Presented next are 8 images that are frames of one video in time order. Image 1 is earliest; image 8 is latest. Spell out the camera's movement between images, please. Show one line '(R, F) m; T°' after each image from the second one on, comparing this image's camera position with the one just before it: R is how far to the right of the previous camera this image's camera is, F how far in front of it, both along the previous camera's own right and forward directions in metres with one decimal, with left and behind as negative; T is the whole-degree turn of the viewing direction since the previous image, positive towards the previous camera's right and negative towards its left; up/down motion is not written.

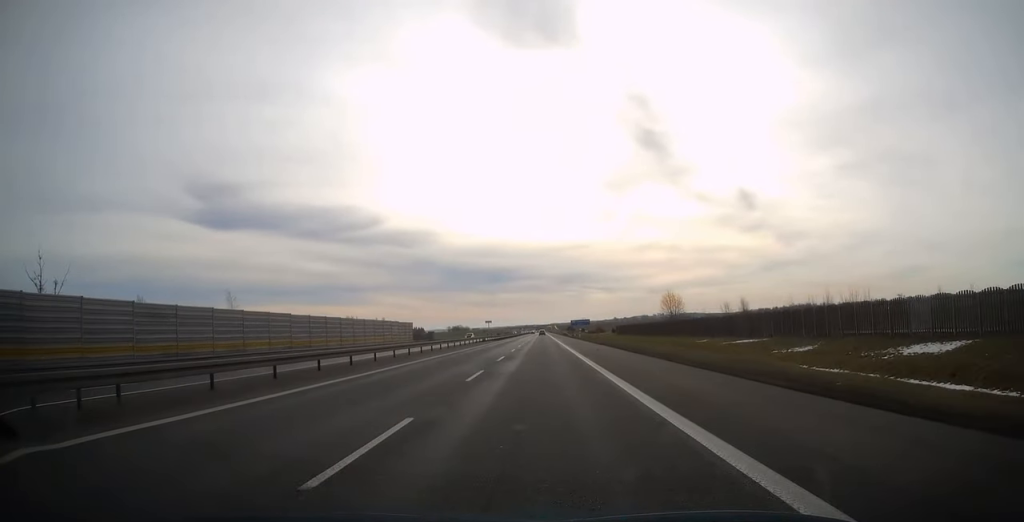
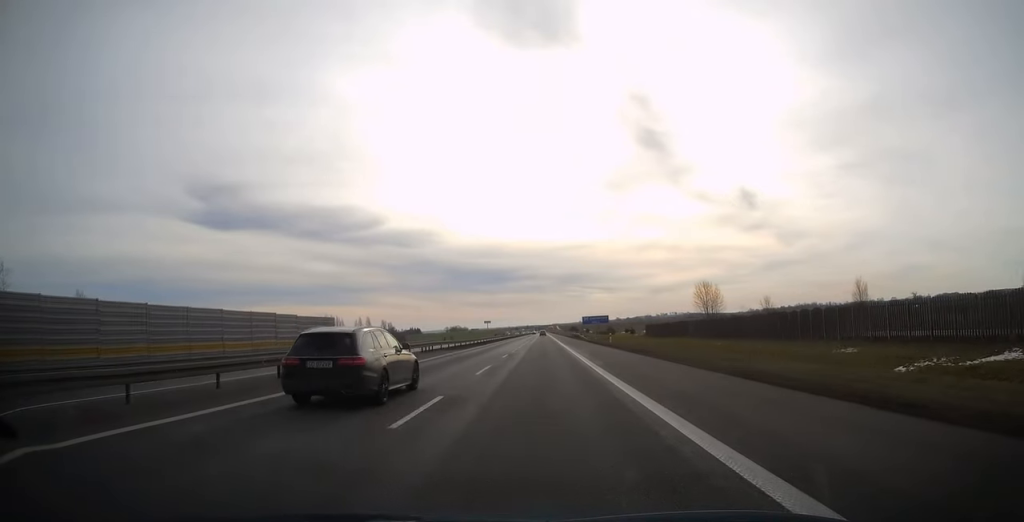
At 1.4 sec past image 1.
(-0.1, +43.5) m; 0°
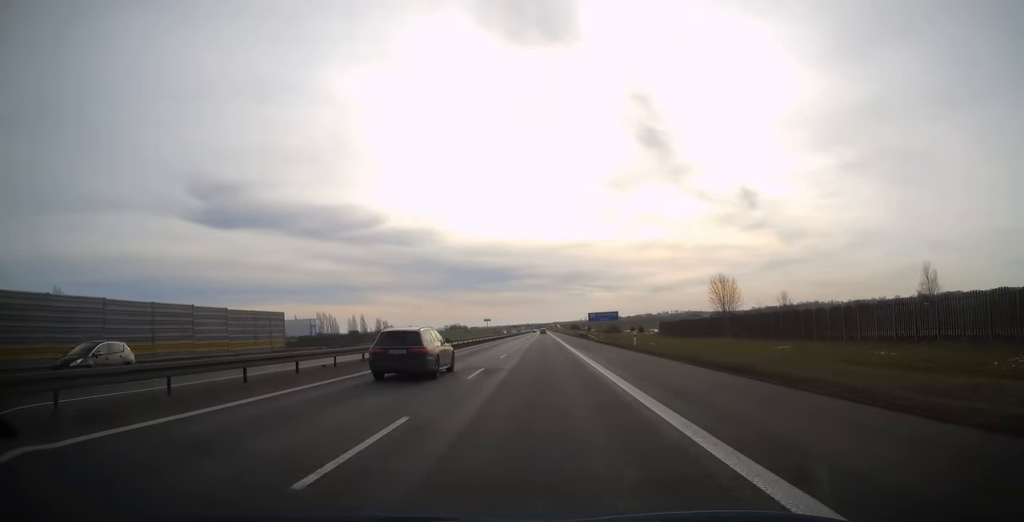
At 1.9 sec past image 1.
(0.0, +14.3) m; 0°
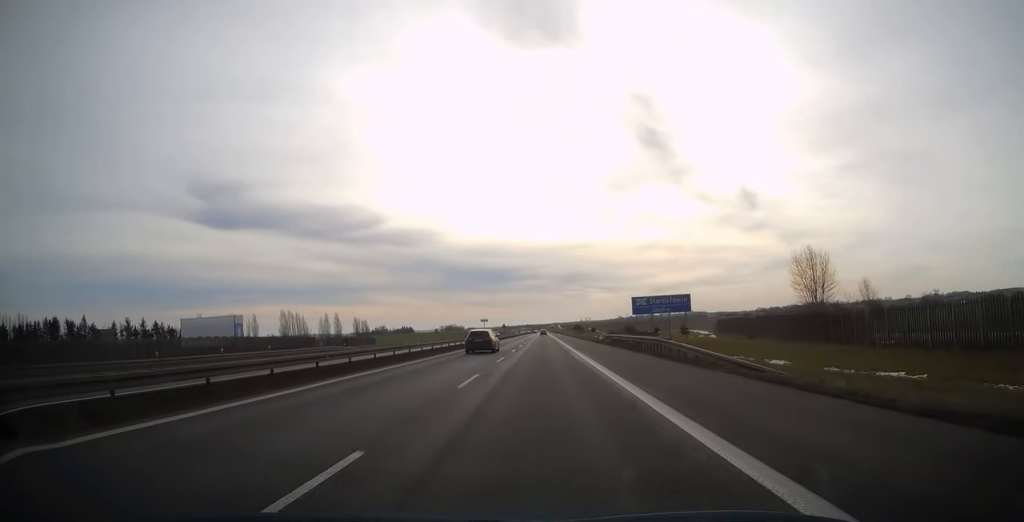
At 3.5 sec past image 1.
(+0.1, +50.1) m; 0°
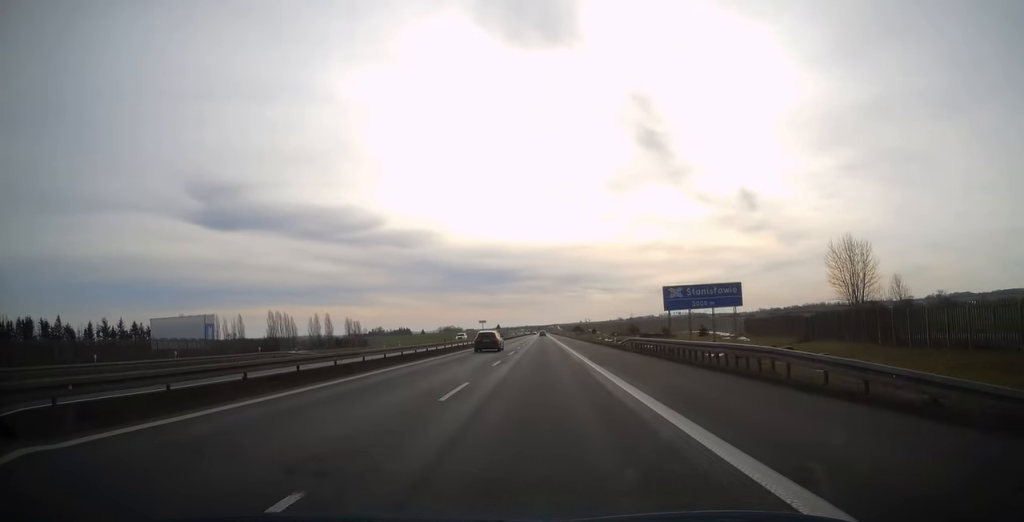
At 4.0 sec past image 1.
(0.0, +13.8) m; 0°
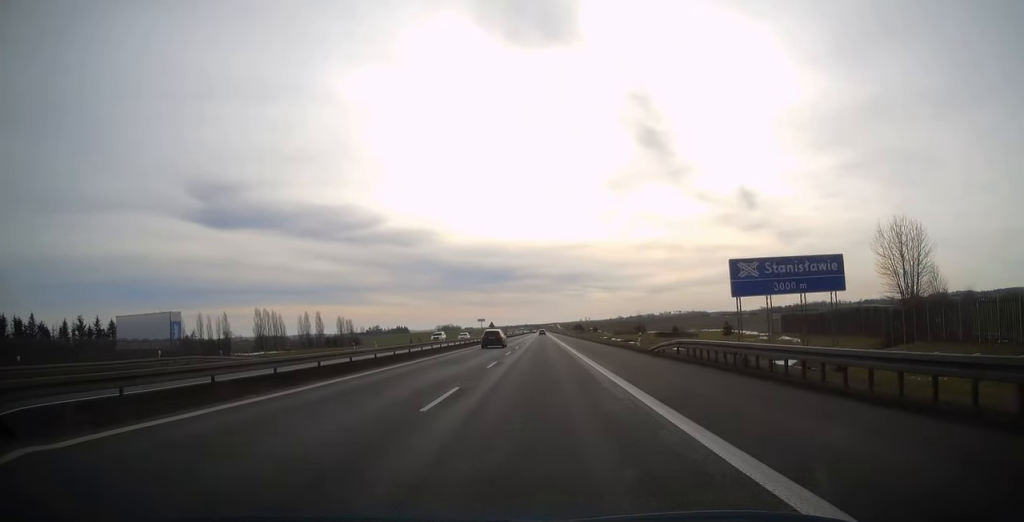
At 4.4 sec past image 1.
(0.0, +13.8) m; 0°
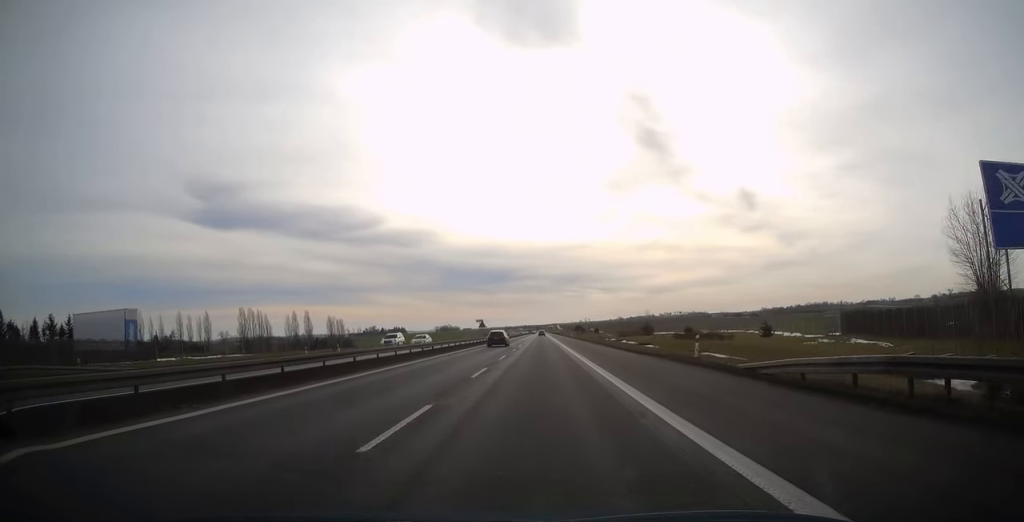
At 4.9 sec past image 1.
(0.0, +15.3) m; 0°
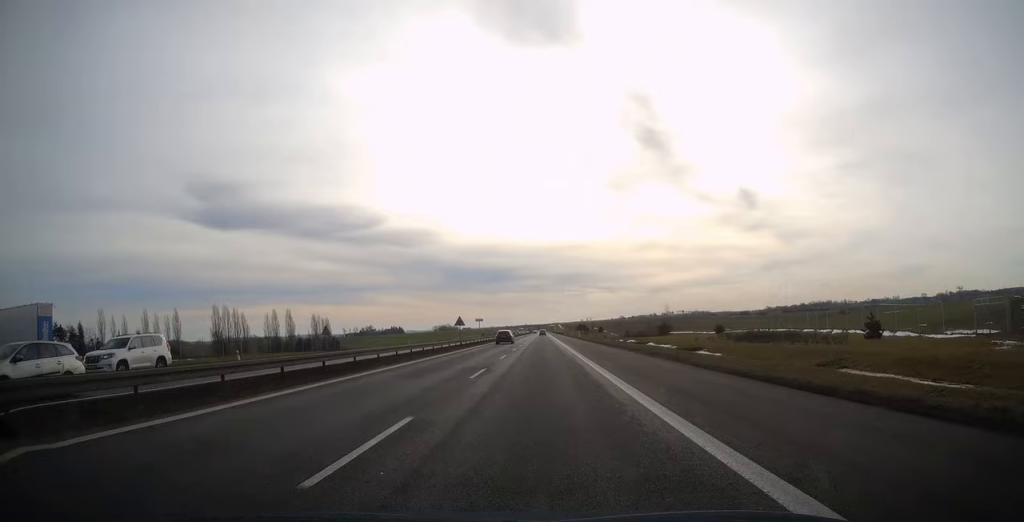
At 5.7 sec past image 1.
(+0.1, +24.1) m; 0°
